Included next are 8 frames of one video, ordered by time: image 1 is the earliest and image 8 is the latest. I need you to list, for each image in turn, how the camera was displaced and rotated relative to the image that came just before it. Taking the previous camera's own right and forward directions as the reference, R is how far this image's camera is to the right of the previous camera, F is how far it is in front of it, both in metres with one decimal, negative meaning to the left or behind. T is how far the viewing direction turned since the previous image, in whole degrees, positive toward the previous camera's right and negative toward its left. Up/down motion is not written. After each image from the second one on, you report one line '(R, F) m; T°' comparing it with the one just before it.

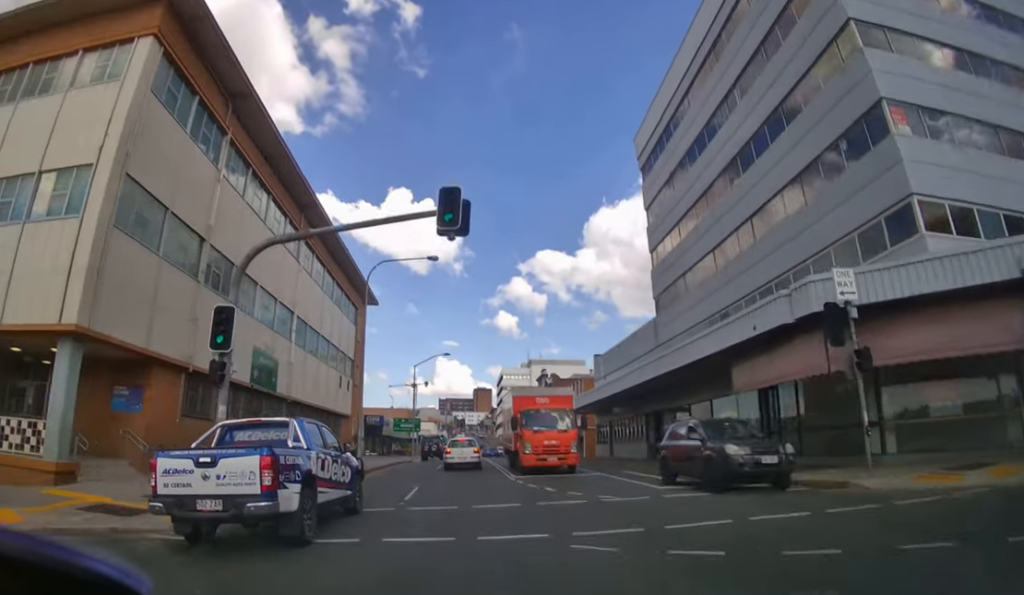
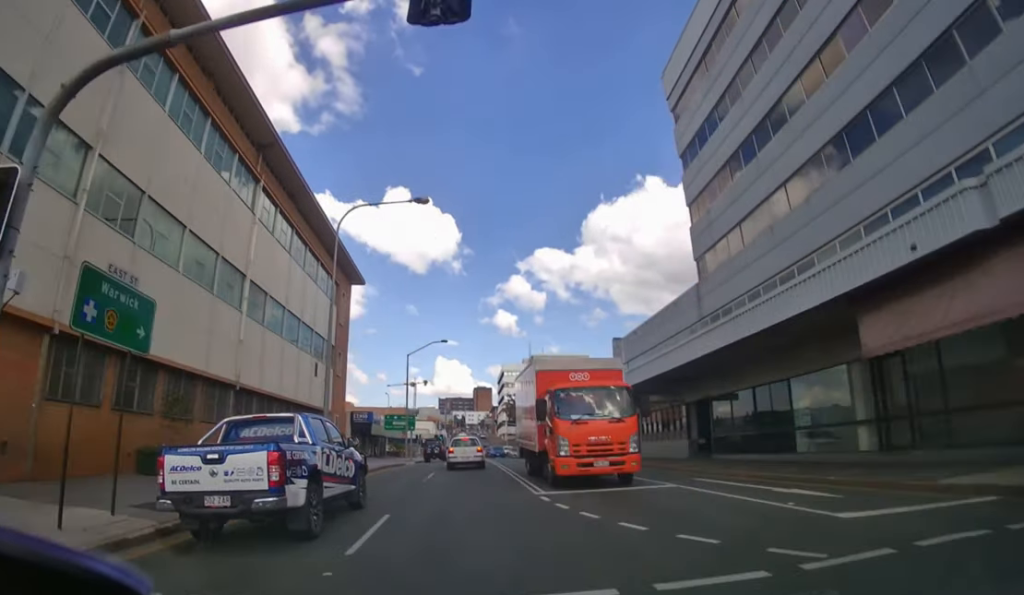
(0.0, +6.3) m; 0°
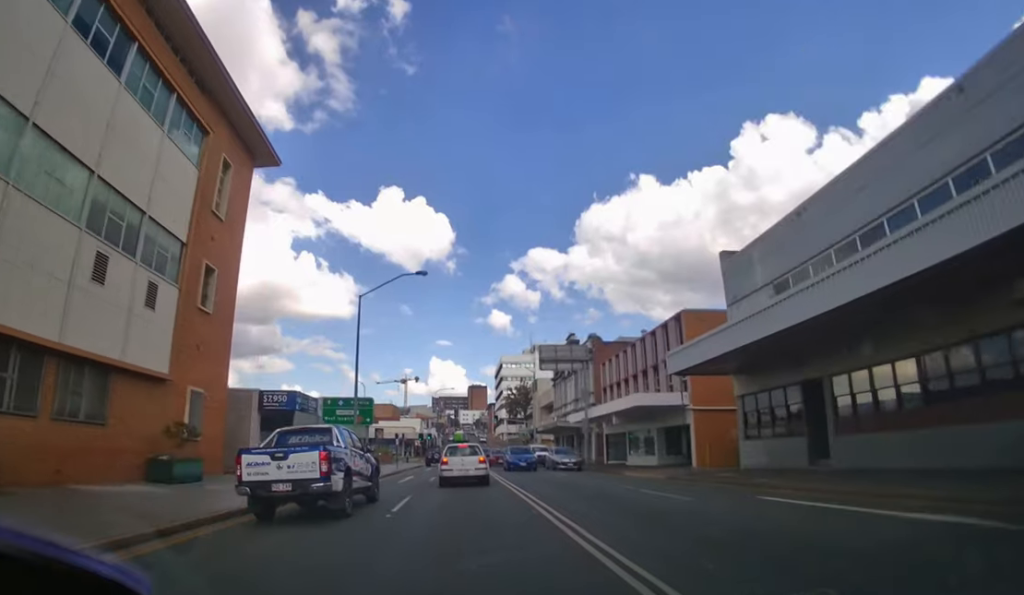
(-0.1, +22.0) m; 0°
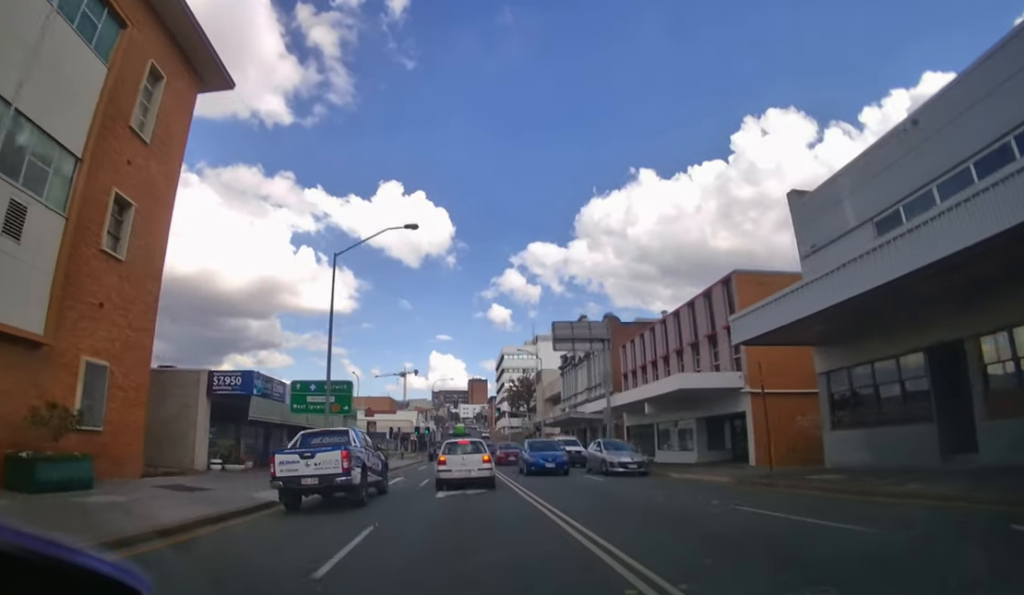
(0.0, +6.2) m; 0°
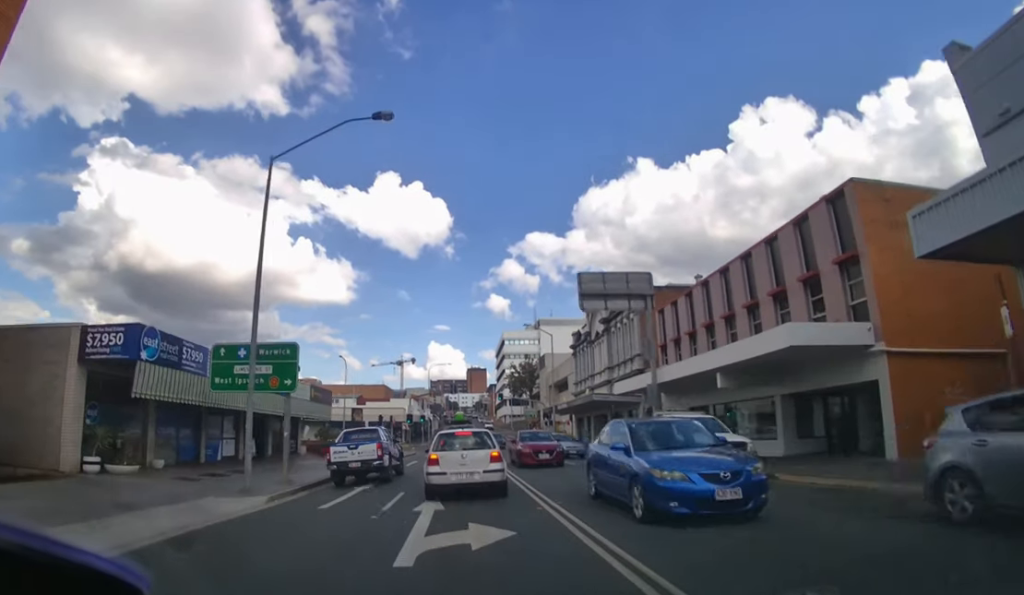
(+0.1, +8.4) m; +1°
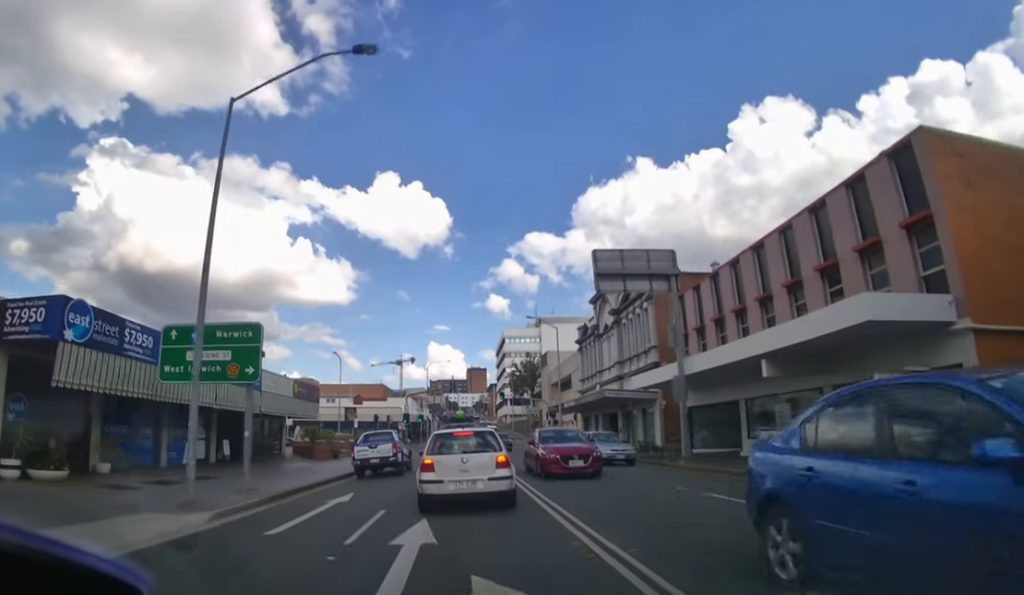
(0.0, +3.2) m; 0°
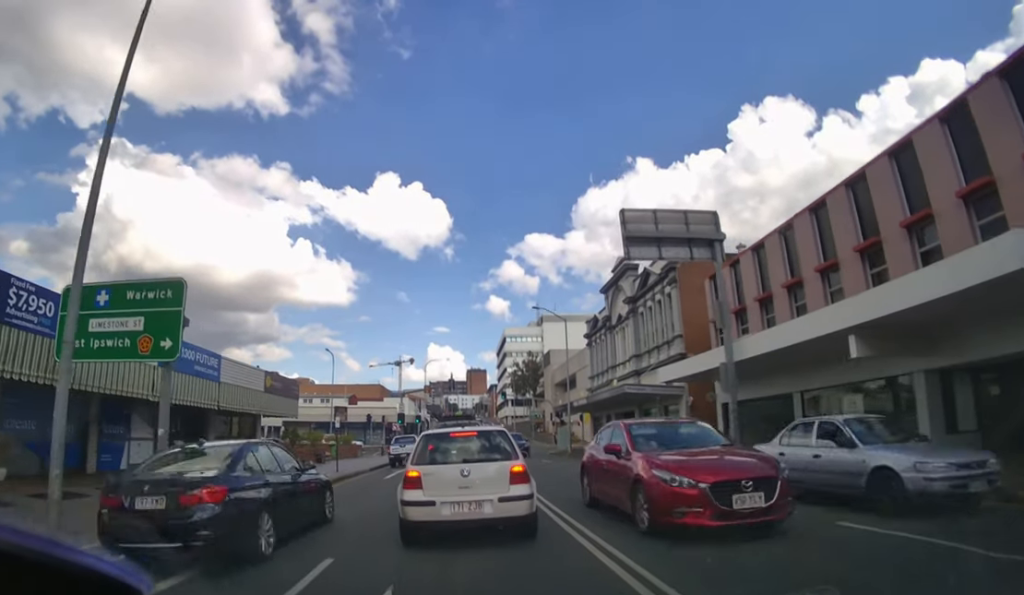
(0.0, +4.6) m; +1°
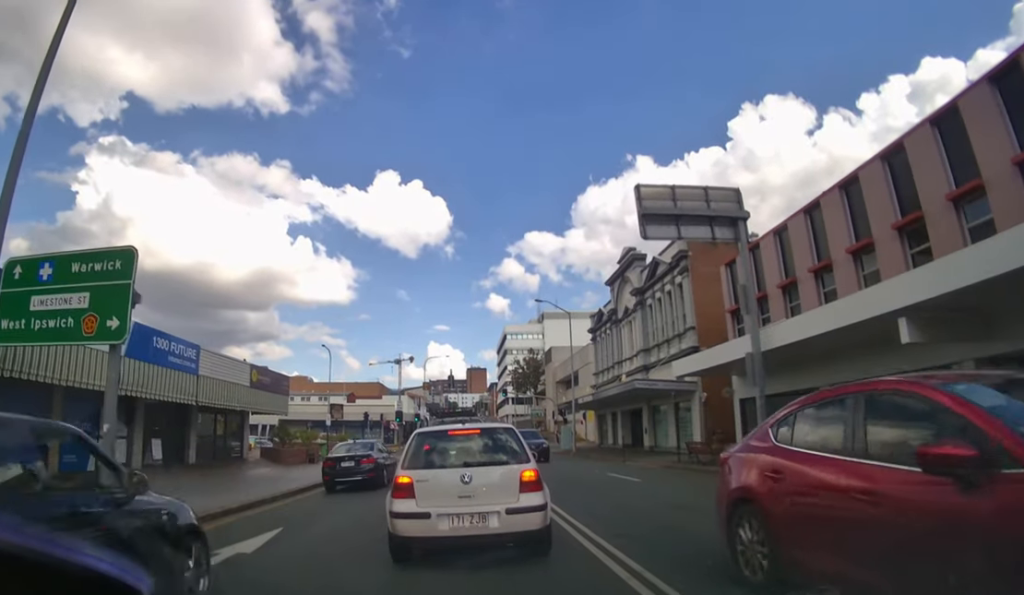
(0.0, +1.7) m; 0°
